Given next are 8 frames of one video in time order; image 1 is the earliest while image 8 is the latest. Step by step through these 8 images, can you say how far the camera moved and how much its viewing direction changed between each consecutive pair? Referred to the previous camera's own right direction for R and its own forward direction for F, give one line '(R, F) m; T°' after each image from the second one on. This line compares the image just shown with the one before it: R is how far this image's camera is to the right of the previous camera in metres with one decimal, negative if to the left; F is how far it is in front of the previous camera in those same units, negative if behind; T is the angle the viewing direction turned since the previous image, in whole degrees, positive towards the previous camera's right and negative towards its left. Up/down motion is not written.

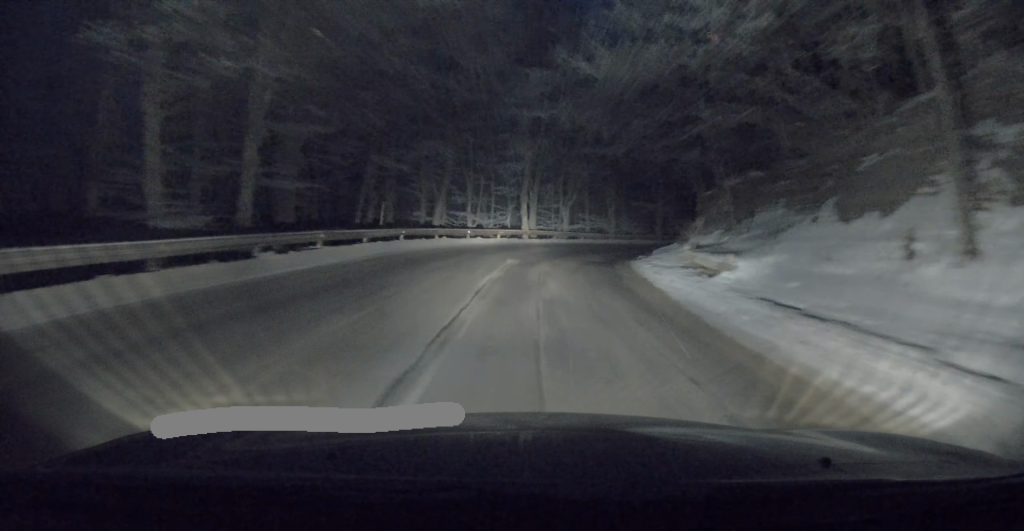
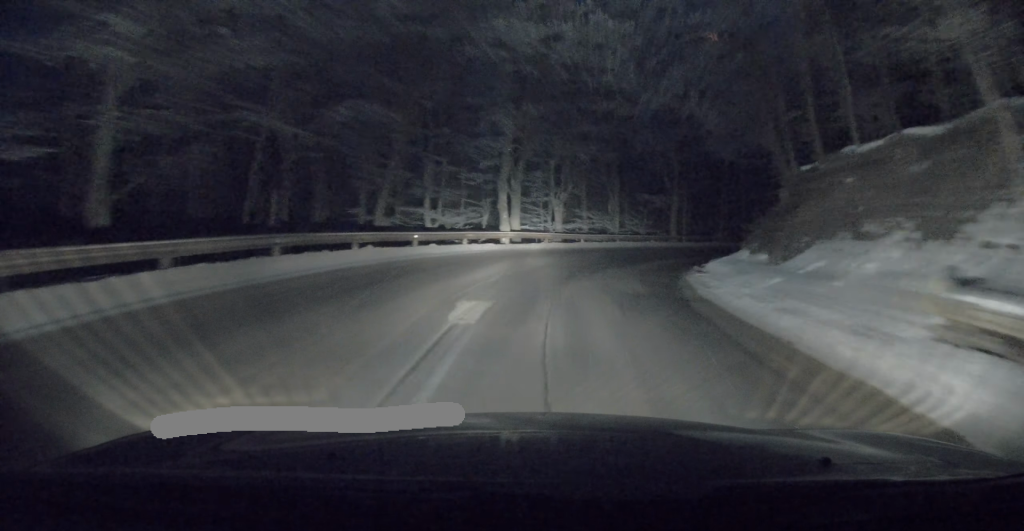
(-0.1, +10.5) m; +1°
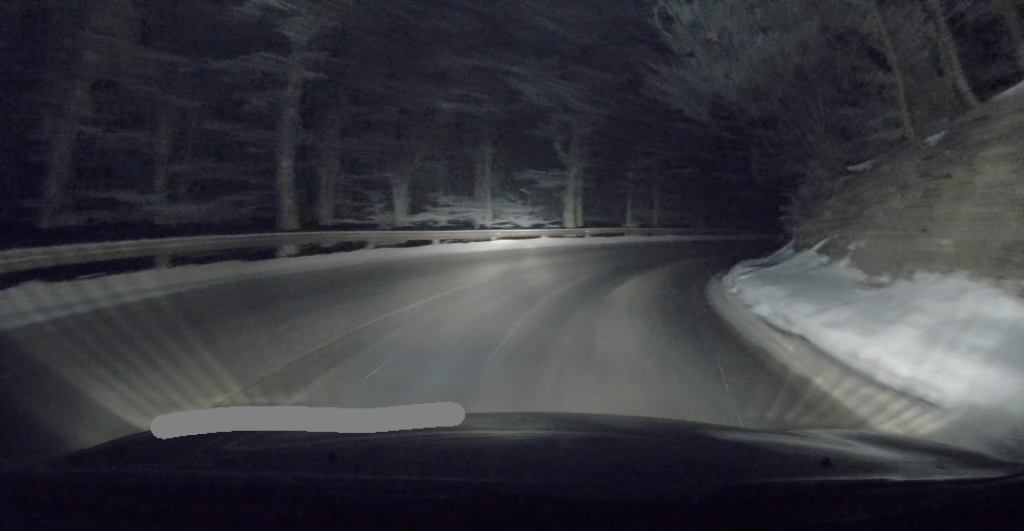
(+0.6, +13.0) m; +7°
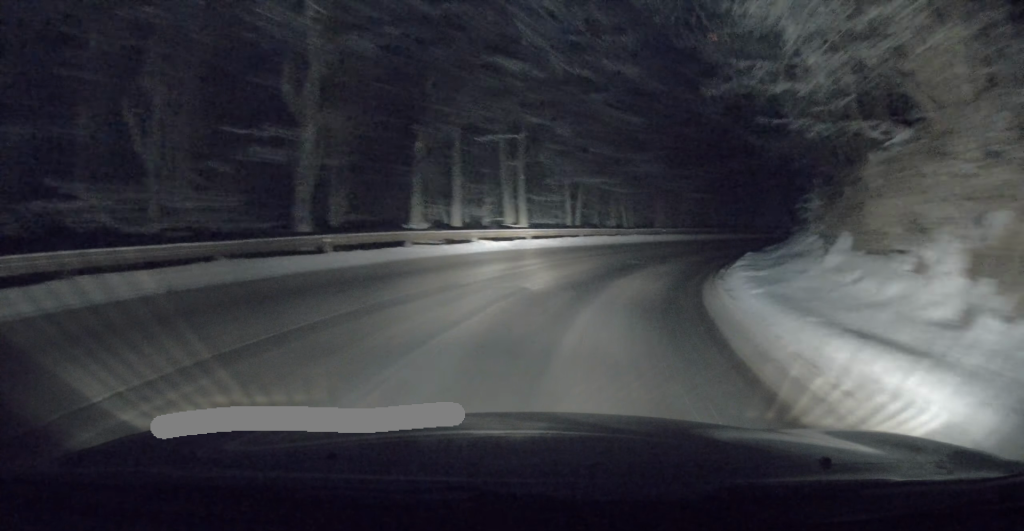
(+1.1, +13.1) m; +13°
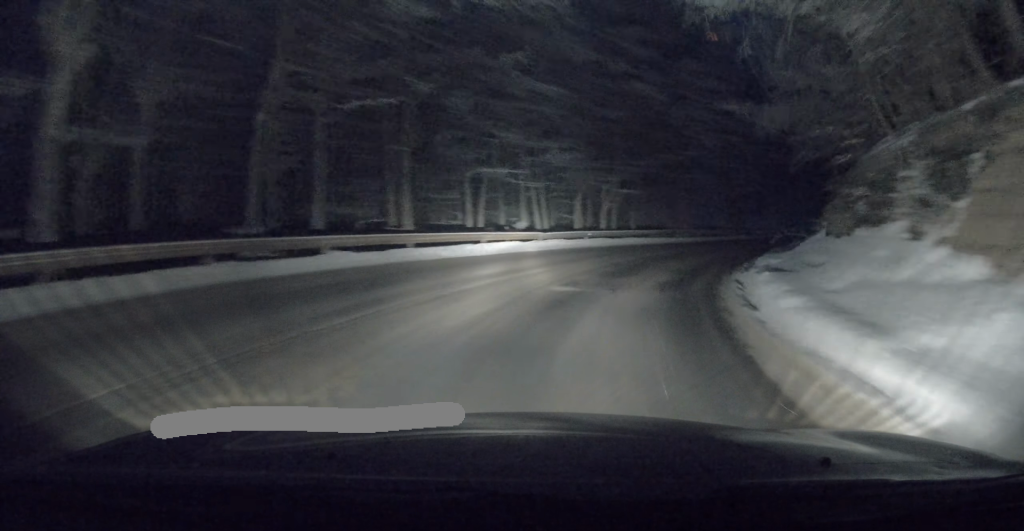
(+0.5, +5.7) m; +9°
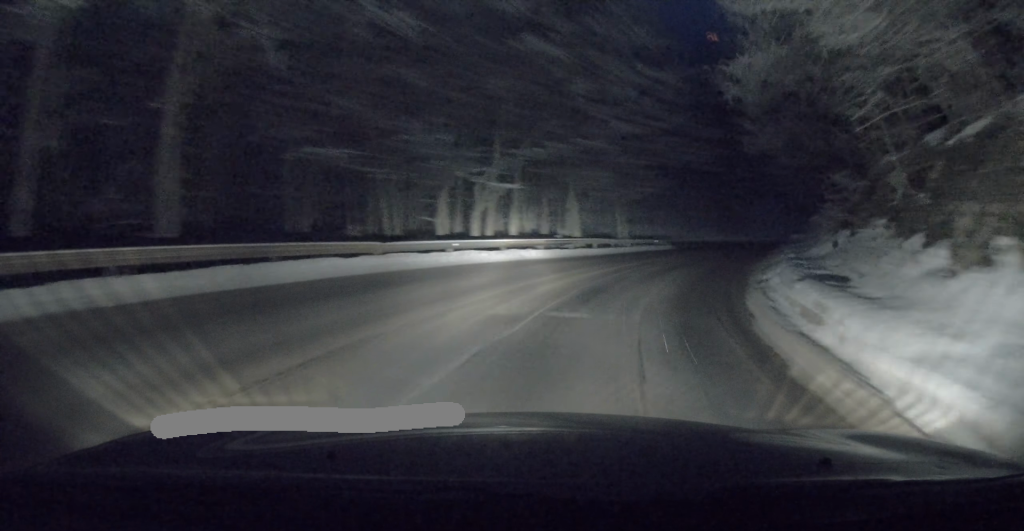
(+0.6, +6.6) m; +11°
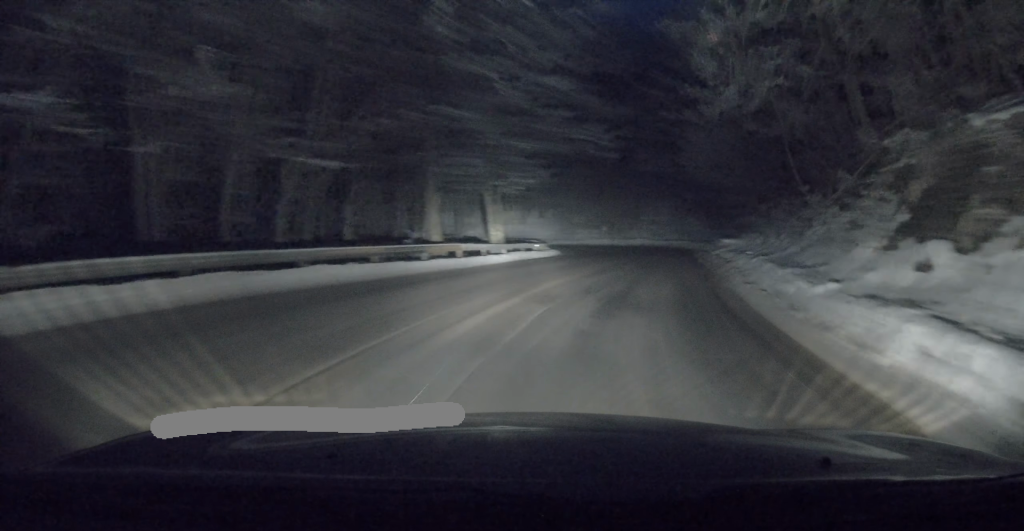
(+0.6, +6.5) m; +10°
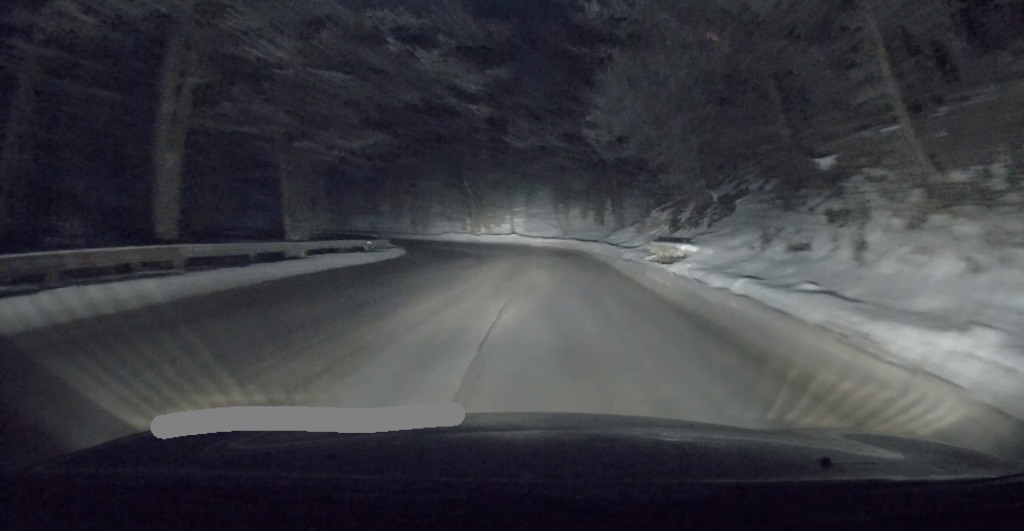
(+0.9, +8.9) m; +8°
